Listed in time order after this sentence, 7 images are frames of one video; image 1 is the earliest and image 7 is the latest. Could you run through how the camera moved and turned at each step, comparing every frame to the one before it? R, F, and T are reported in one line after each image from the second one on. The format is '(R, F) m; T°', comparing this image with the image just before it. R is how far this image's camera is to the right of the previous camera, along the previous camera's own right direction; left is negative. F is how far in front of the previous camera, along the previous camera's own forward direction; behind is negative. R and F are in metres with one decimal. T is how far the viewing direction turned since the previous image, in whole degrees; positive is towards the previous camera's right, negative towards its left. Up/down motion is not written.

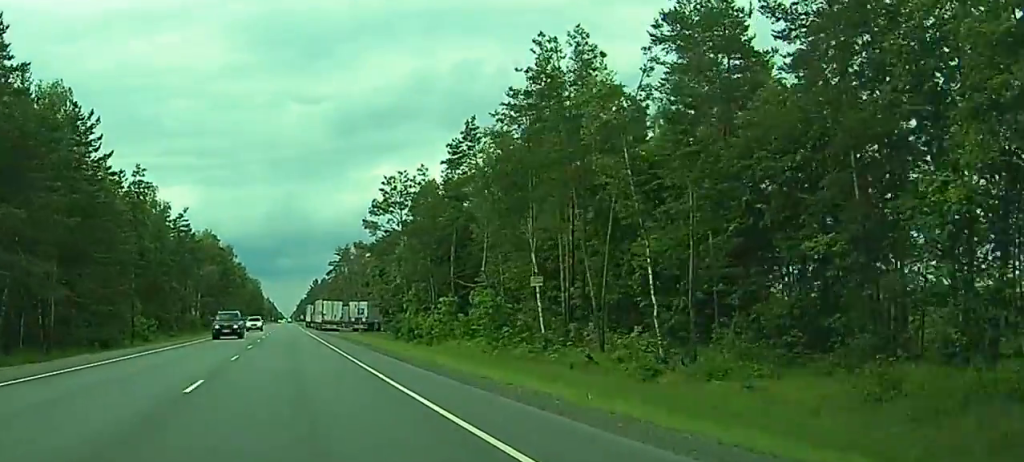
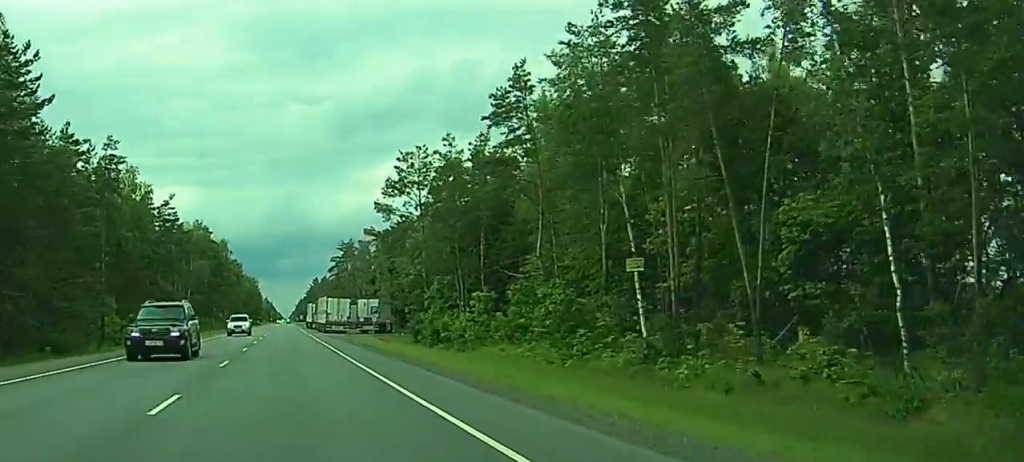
(0.0, +15.7) m; 0°
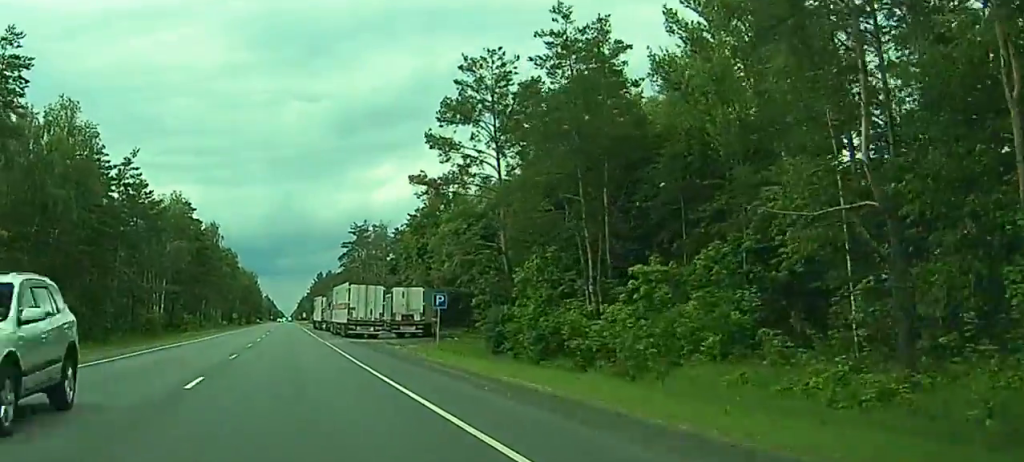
(-0.1, +31.7) m; 0°
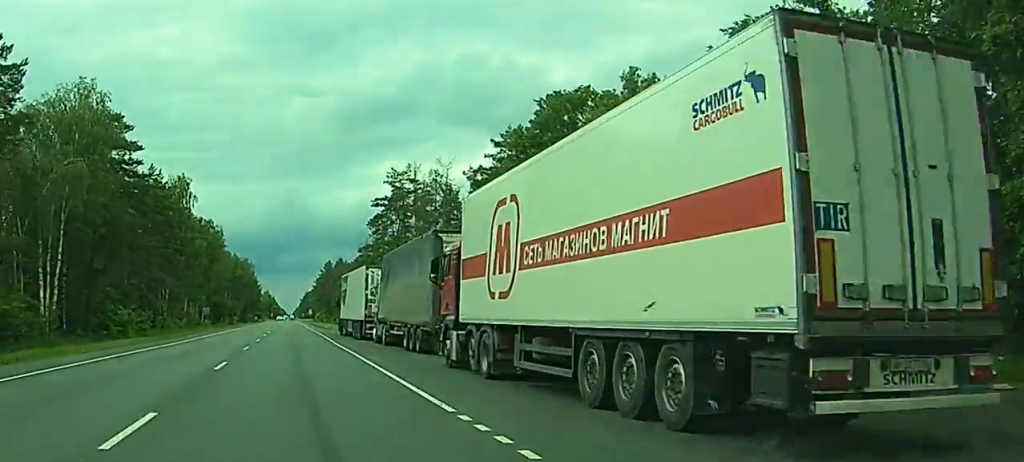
(-0.2, +55.3) m; 0°
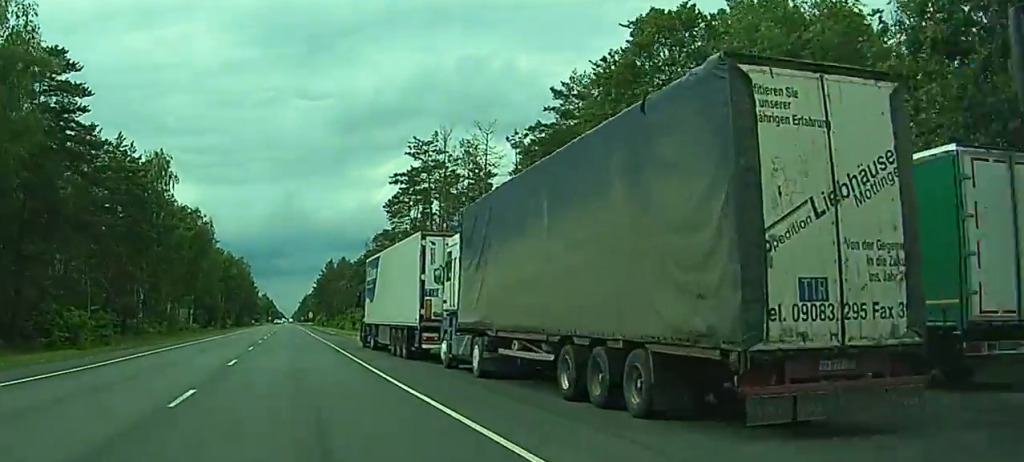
(0.0, +19.7) m; 0°
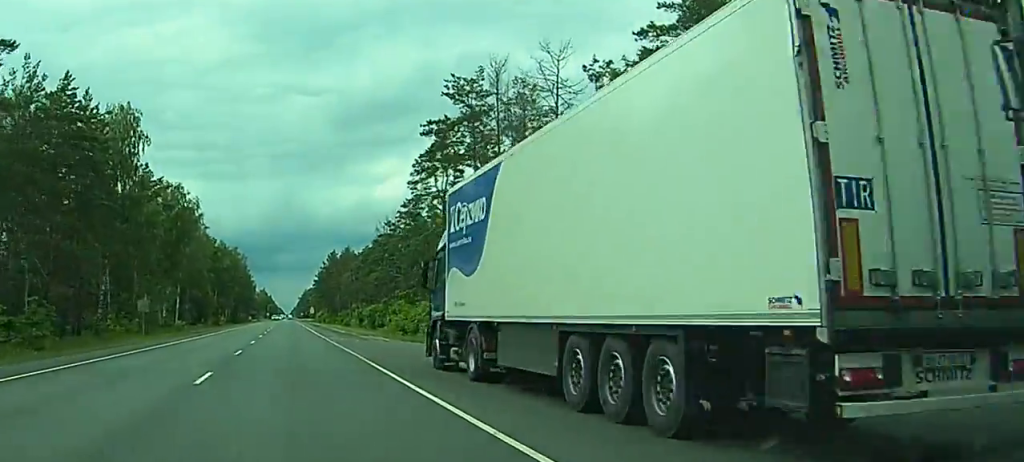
(0.0, +20.7) m; 0°
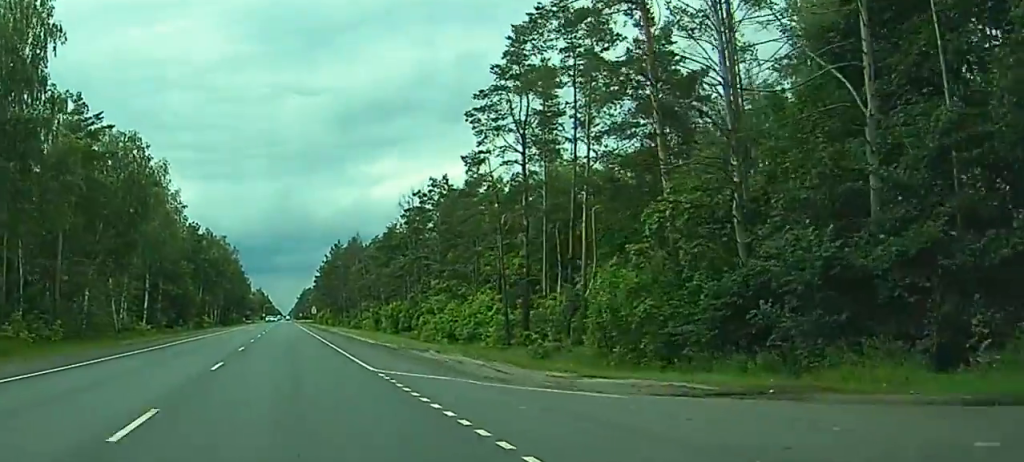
(0.0, +31.1) m; 0°
